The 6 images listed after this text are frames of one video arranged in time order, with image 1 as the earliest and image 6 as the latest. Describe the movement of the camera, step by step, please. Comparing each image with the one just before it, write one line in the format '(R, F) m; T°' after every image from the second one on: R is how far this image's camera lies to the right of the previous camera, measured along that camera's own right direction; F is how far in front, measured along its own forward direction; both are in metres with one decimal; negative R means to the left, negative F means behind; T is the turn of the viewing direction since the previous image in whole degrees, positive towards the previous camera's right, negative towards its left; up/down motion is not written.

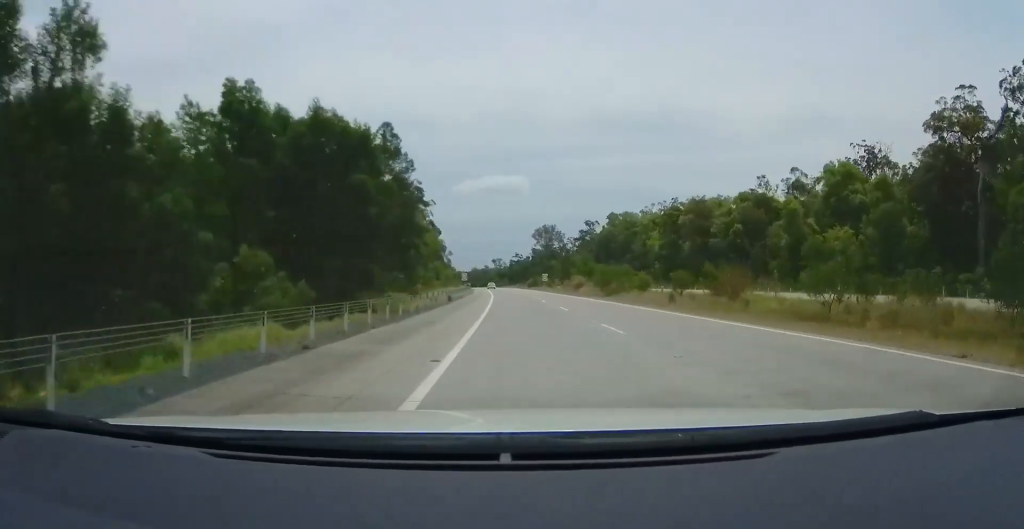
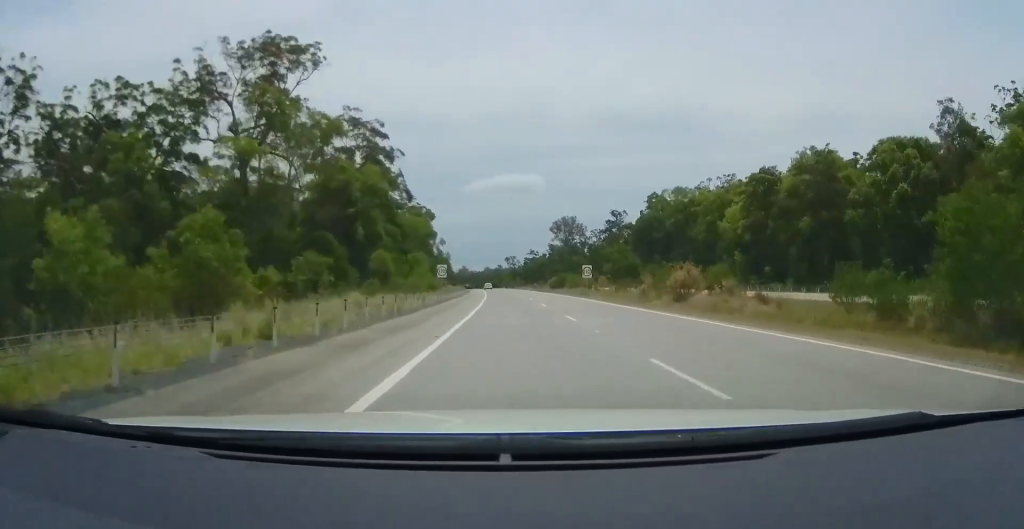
(-0.5, +43.5) m; -1°
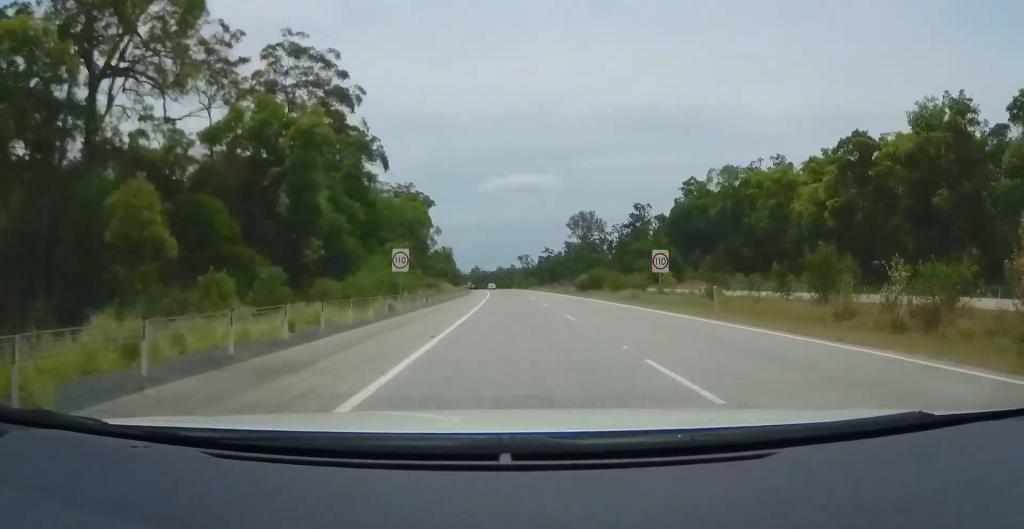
(0.0, +24.1) m; -1°
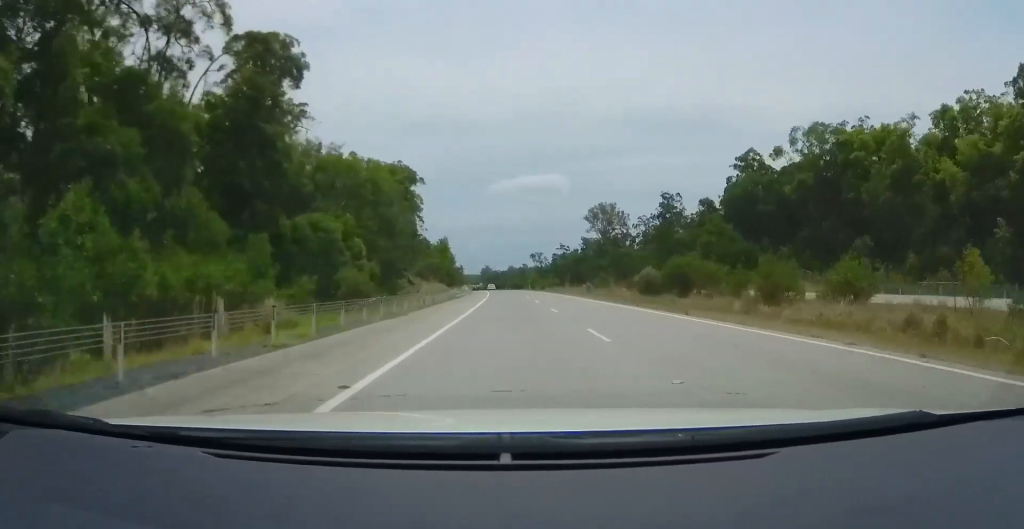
(-0.5, +30.2) m; -2°
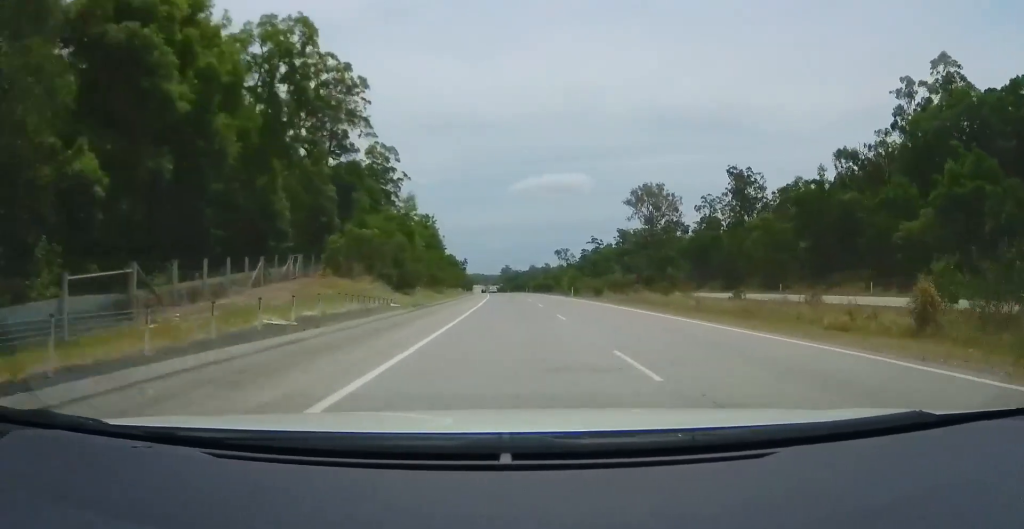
(-0.9, +51.9) m; -2°
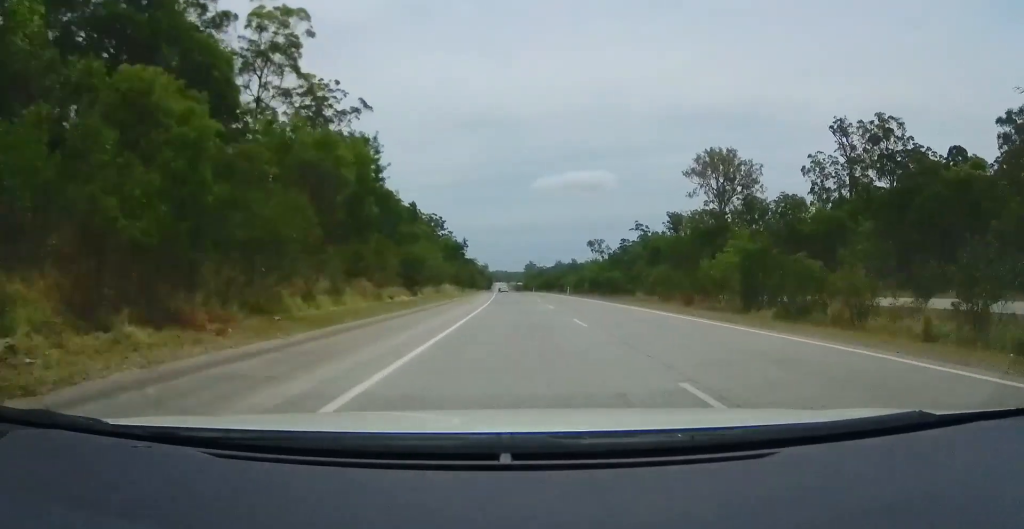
(-1.0, +51.8) m; -3°
